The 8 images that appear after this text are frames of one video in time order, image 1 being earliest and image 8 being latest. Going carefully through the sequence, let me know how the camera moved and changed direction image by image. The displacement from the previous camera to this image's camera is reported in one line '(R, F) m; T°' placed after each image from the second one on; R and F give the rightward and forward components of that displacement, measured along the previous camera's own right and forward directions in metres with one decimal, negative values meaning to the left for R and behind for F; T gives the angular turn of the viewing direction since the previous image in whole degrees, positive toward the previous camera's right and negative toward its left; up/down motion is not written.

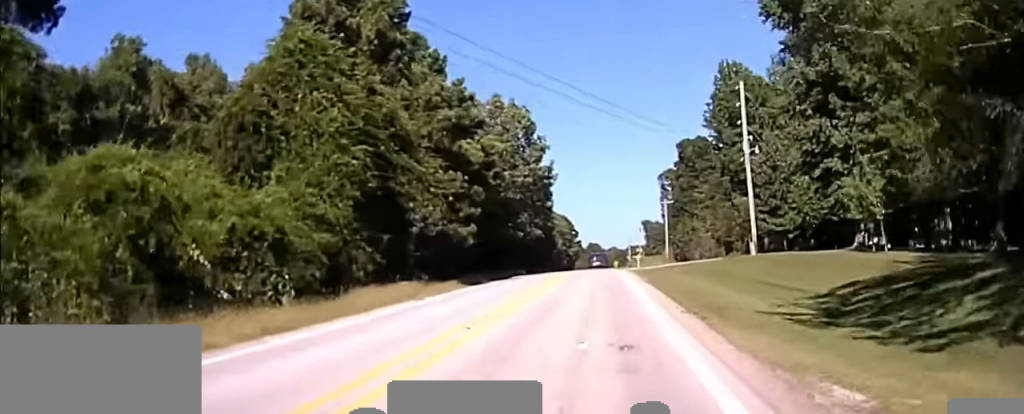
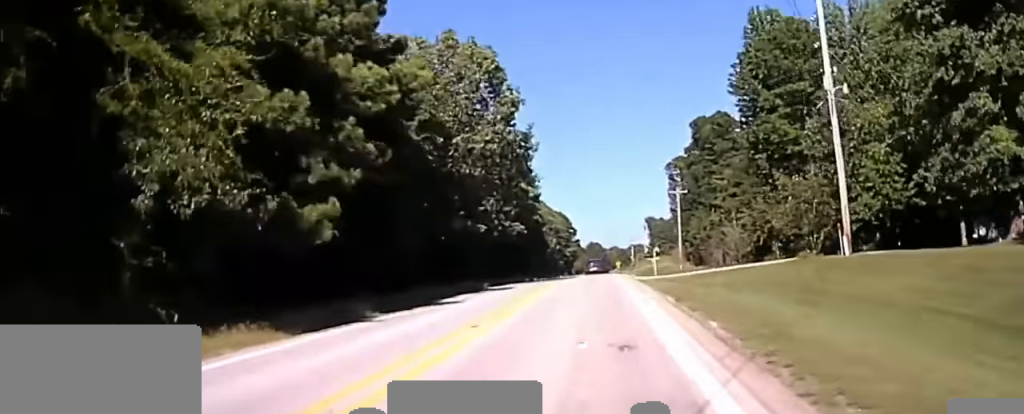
(0.0, +18.9) m; 0°
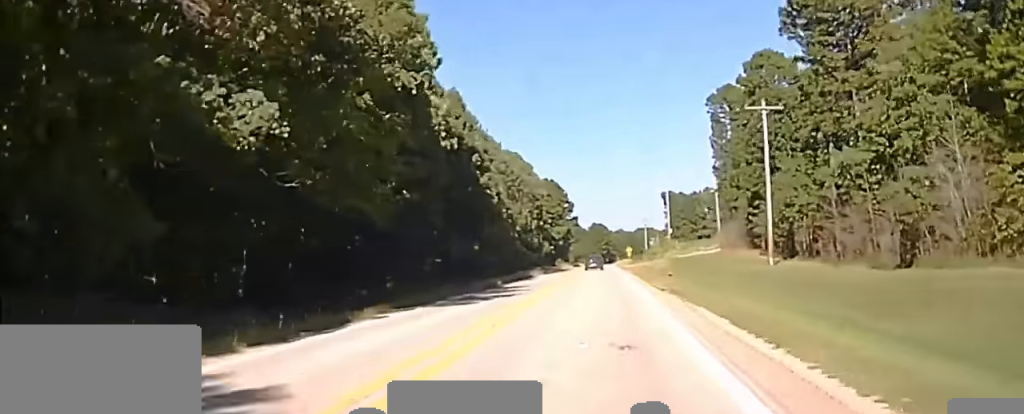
(+0.1, +57.5) m; 0°
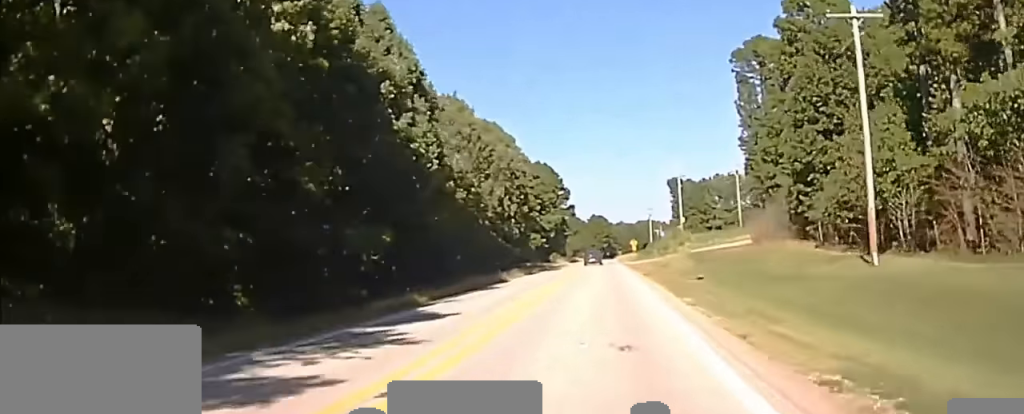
(-0.2, +23.5) m; 0°
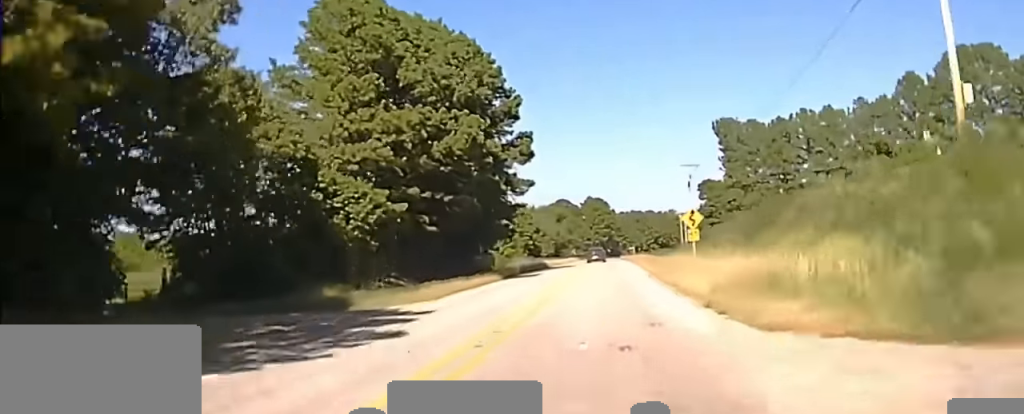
(+0.7, +120.4) m; +1°
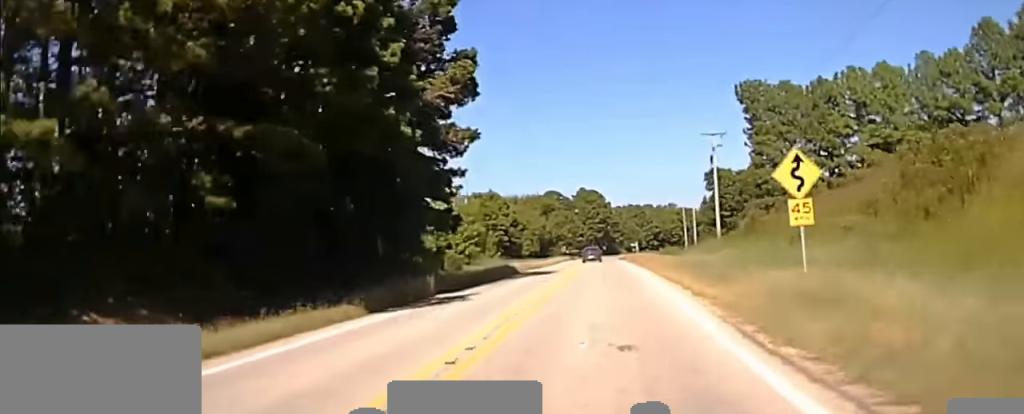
(0.0, +28.5) m; 0°
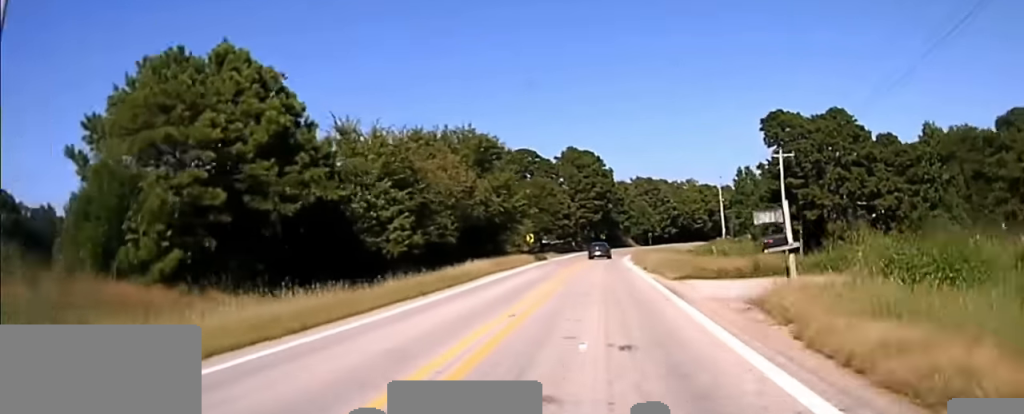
(-0.2, +62.3) m; 0°
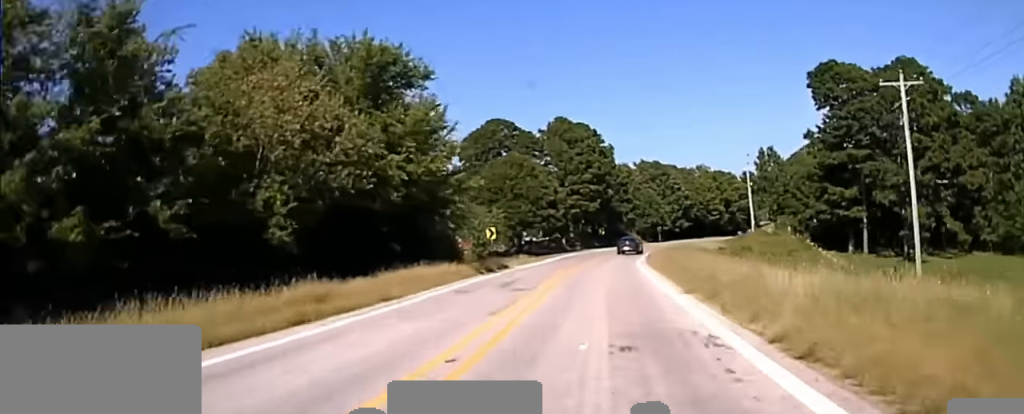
(0.0, +24.4) m; 0°
